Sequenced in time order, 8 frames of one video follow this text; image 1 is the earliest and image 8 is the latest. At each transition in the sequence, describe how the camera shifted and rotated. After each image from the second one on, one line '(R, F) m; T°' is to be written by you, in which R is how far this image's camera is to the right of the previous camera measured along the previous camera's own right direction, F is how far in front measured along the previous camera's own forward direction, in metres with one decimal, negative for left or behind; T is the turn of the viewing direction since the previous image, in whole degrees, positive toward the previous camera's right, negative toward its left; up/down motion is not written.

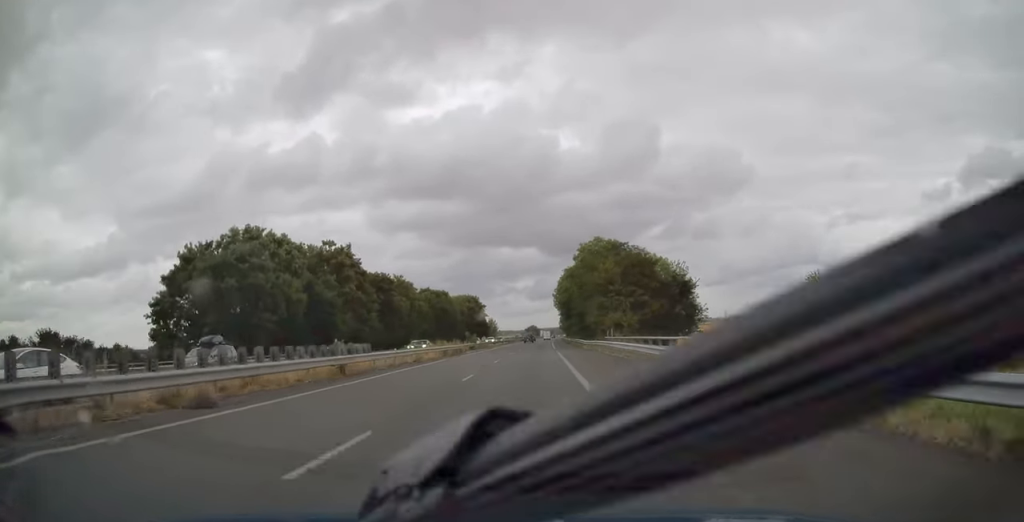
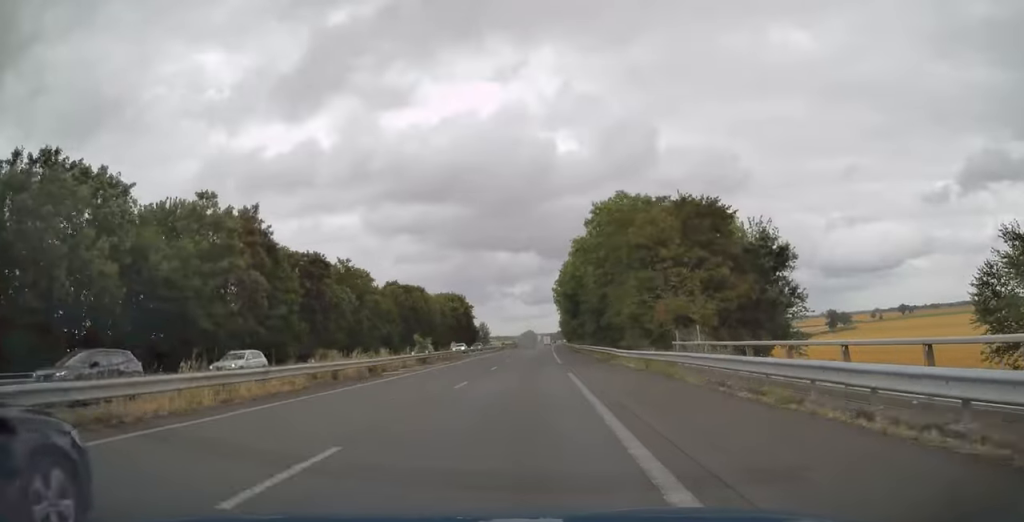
(0.0, +27.3) m; 0°
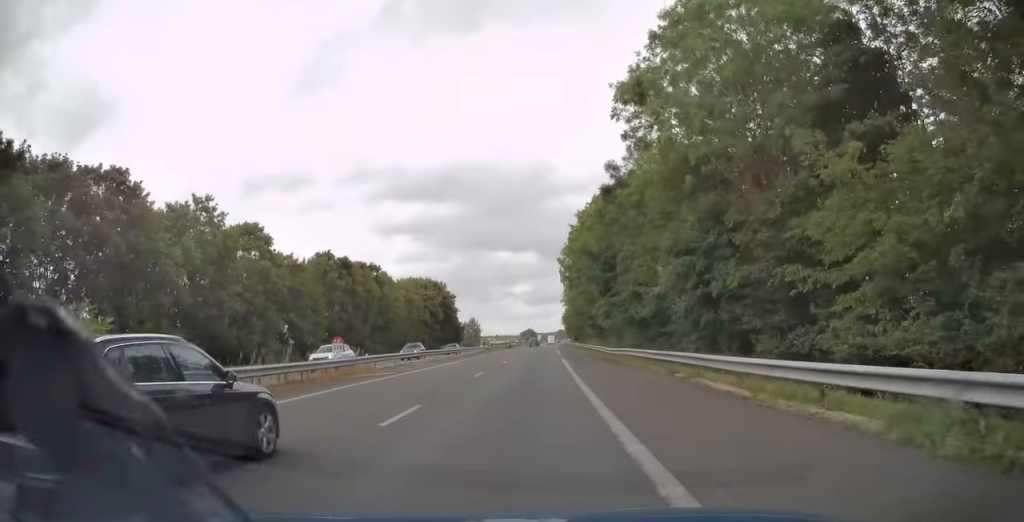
(+0.1, +34.2) m; 0°
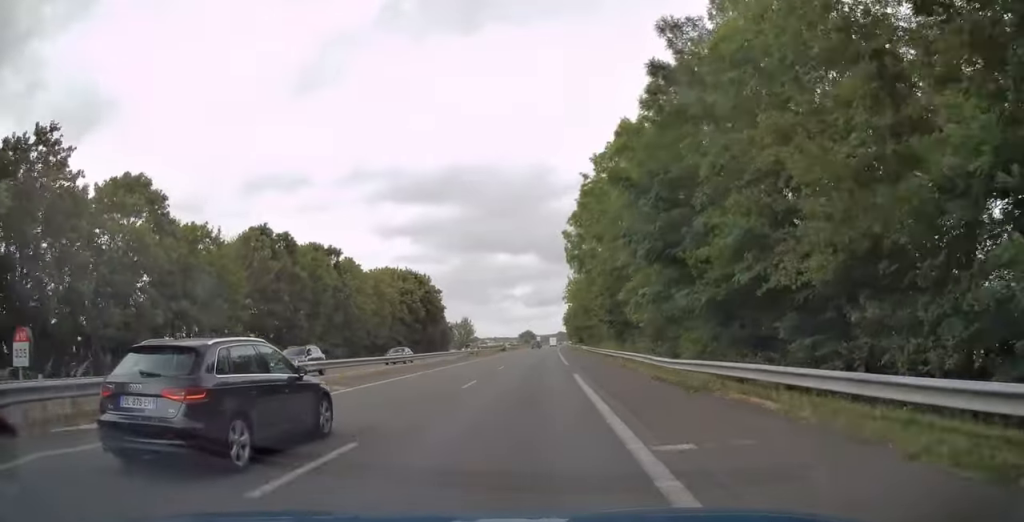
(0.0, +17.7) m; 0°
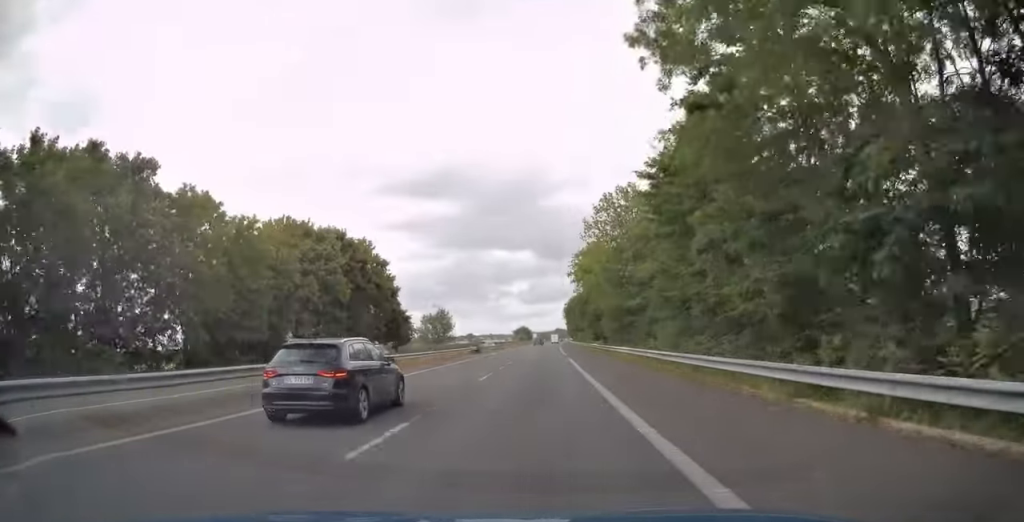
(0.0, +37.5) m; 0°
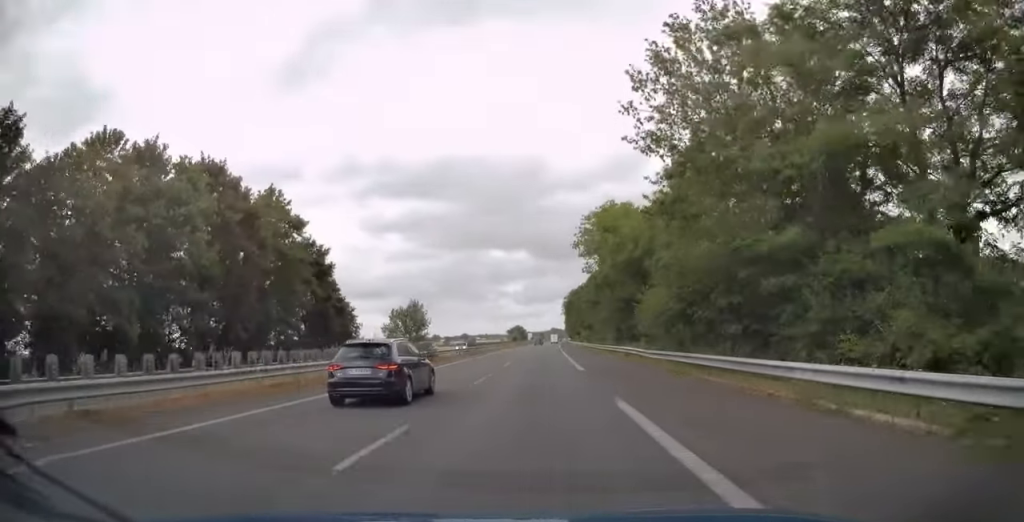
(0.0, +26.8) m; 0°
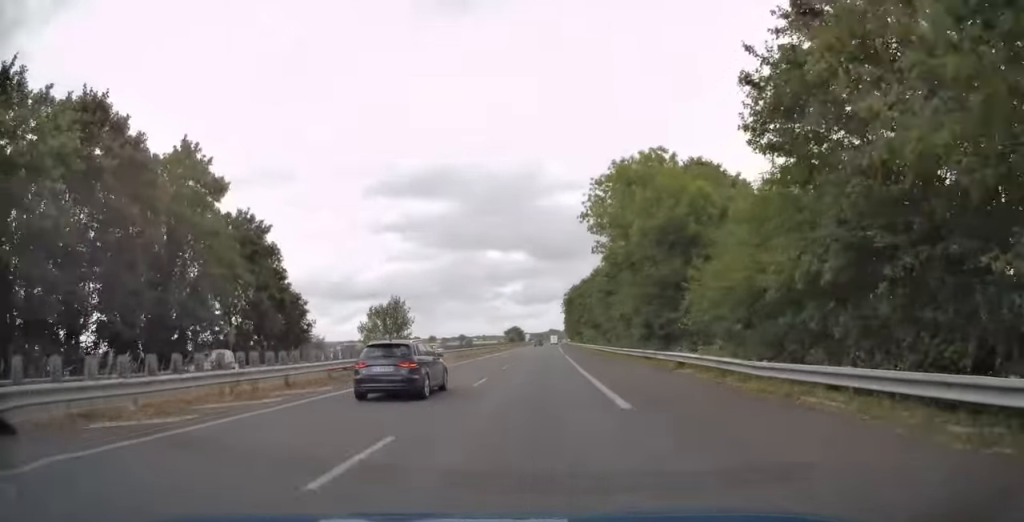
(0.0, +14.0) m; 0°
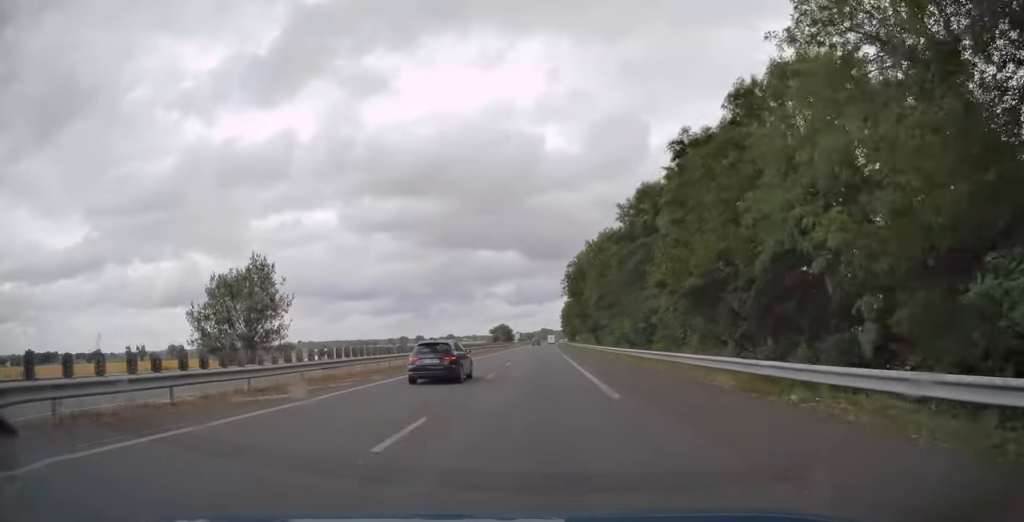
(+0.4, +50.4) m; +1°
